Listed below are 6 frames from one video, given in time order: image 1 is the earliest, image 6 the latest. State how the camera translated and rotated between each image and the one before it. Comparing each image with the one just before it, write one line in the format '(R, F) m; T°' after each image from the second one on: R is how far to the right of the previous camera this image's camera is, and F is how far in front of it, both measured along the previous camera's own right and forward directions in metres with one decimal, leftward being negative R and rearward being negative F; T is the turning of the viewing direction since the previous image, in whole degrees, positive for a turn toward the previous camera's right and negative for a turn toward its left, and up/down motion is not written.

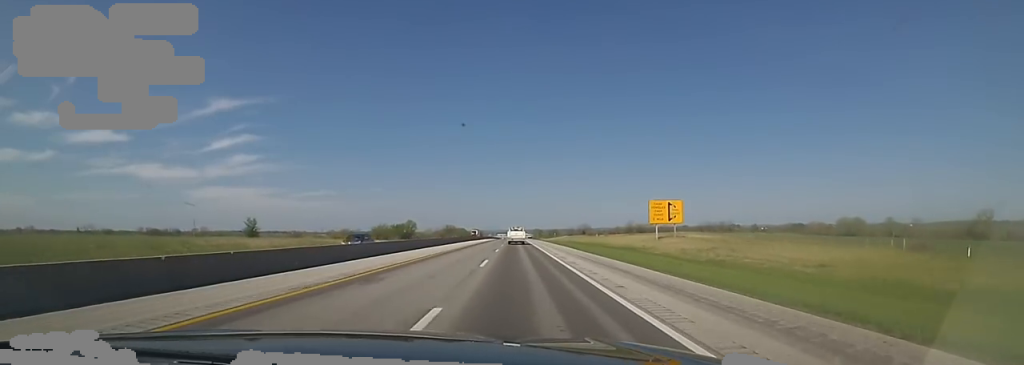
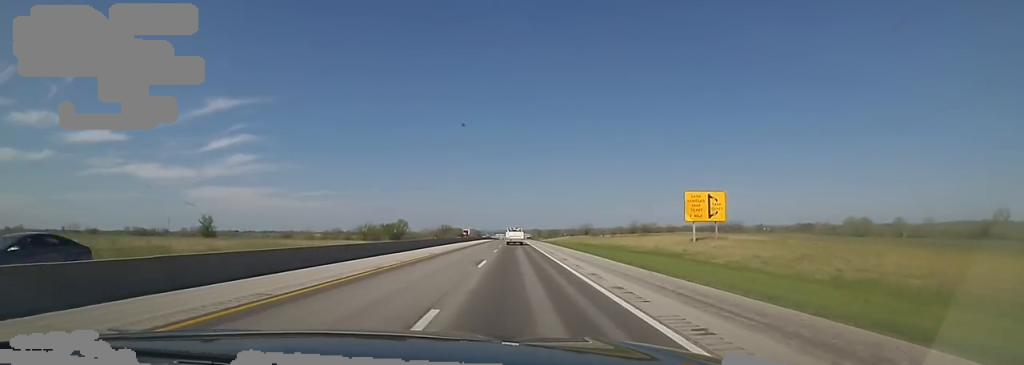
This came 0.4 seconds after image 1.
(0.0, +15.7) m; -1°
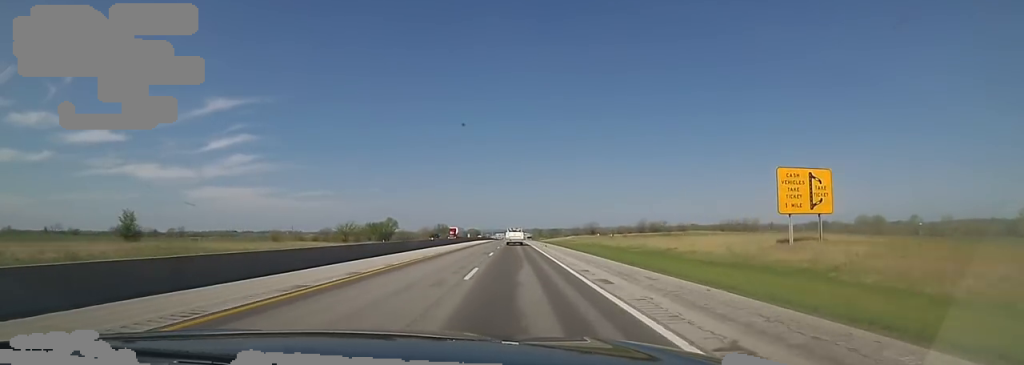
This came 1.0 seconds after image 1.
(-0.1, +20.3) m; -1°
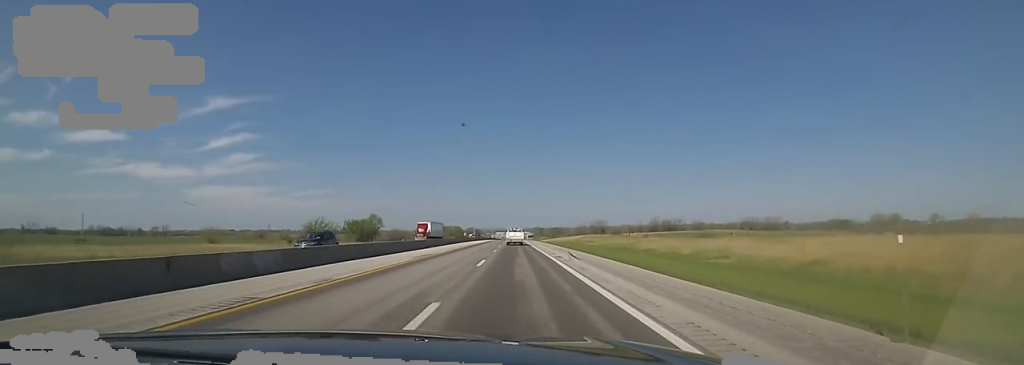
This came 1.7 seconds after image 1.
(-1.1, +24.7) m; +1°
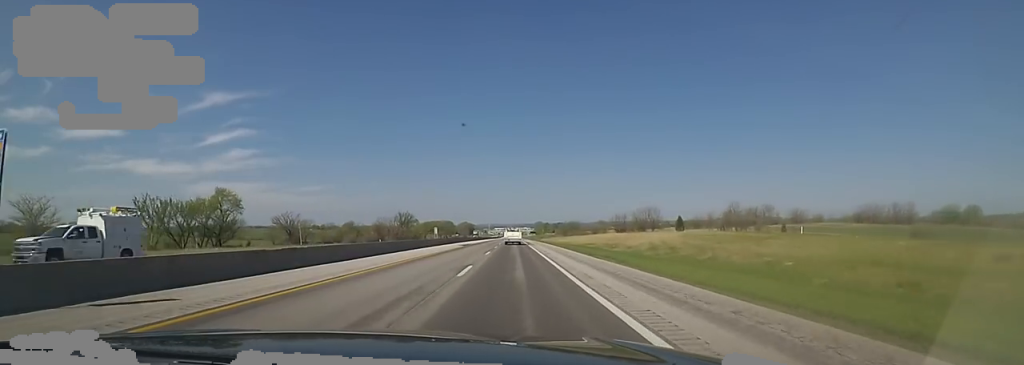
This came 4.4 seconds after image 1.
(+2.4, +94.5) m; +2°
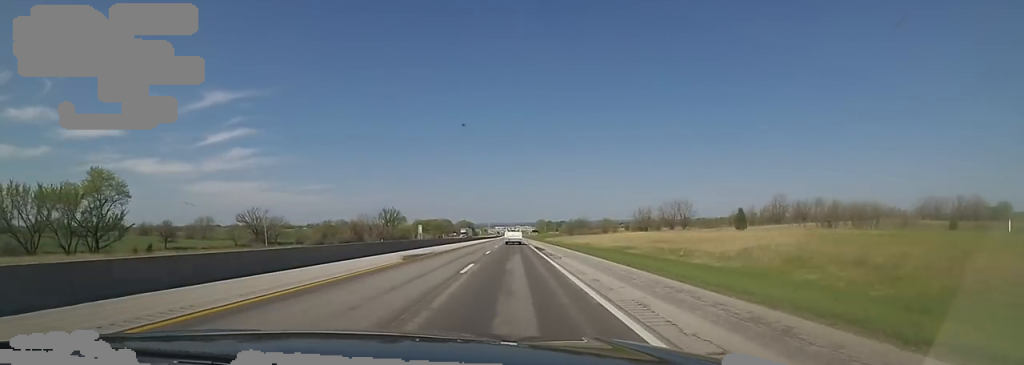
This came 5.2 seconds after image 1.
(+0.5, +28.6) m; +1°
